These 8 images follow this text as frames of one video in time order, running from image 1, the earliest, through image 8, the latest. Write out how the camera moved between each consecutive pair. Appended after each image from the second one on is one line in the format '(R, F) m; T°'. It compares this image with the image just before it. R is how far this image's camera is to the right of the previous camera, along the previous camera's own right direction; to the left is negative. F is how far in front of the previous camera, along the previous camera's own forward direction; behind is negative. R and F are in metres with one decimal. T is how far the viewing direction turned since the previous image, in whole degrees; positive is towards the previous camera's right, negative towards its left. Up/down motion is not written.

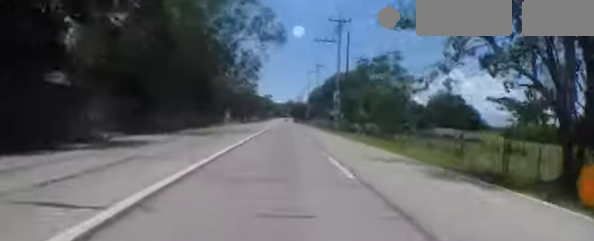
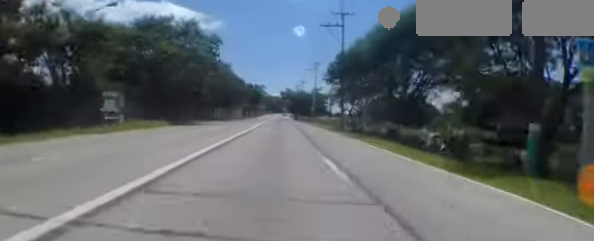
(+0.1, +37.1) m; +1°
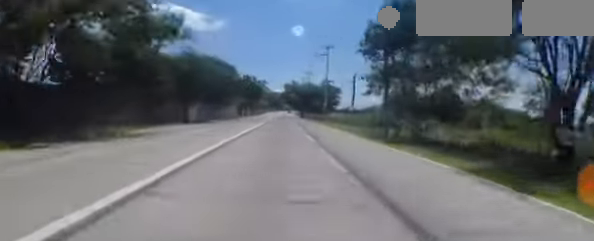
(+0.4, +17.0) m; 0°
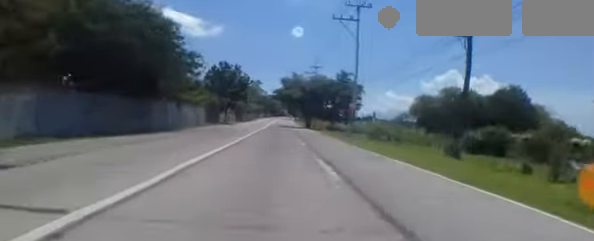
(-0.1, +27.7) m; +1°
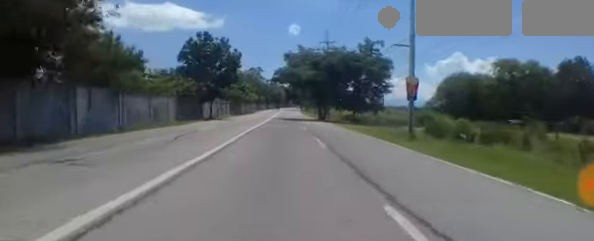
(+0.1, +15.4) m; 0°
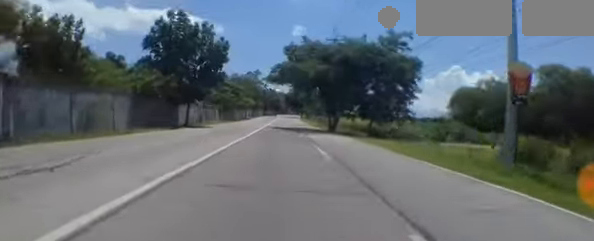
(0.0, +9.3) m; 0°
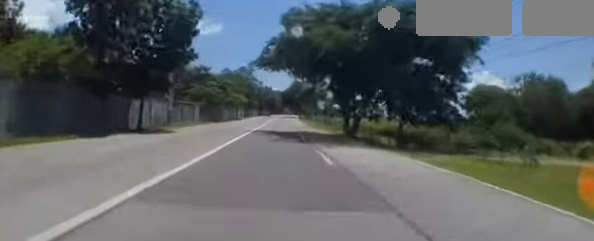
(0.0, +10.9) m; -1°
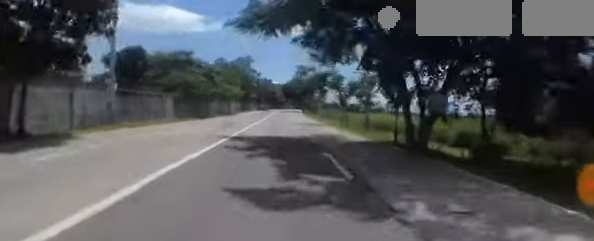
(-0.1, +11.6) m; -1°
